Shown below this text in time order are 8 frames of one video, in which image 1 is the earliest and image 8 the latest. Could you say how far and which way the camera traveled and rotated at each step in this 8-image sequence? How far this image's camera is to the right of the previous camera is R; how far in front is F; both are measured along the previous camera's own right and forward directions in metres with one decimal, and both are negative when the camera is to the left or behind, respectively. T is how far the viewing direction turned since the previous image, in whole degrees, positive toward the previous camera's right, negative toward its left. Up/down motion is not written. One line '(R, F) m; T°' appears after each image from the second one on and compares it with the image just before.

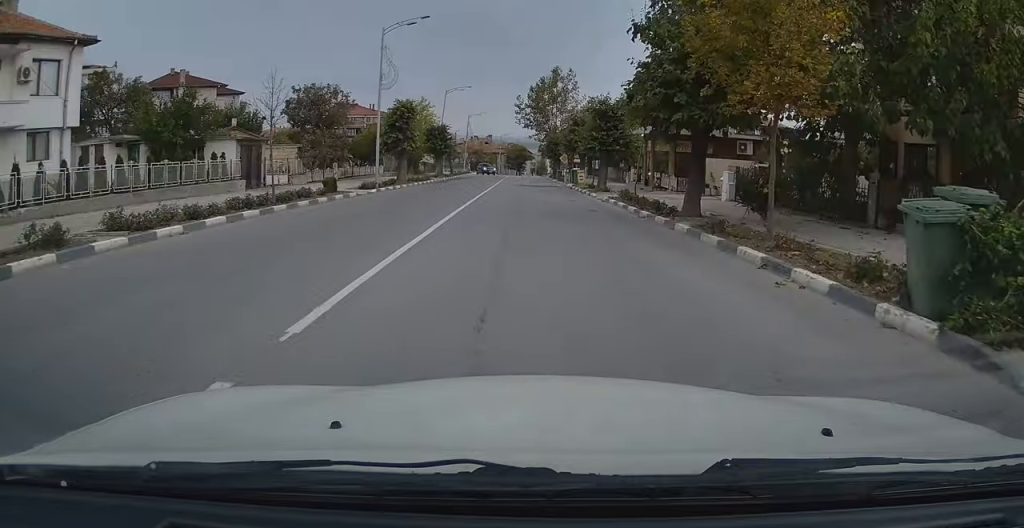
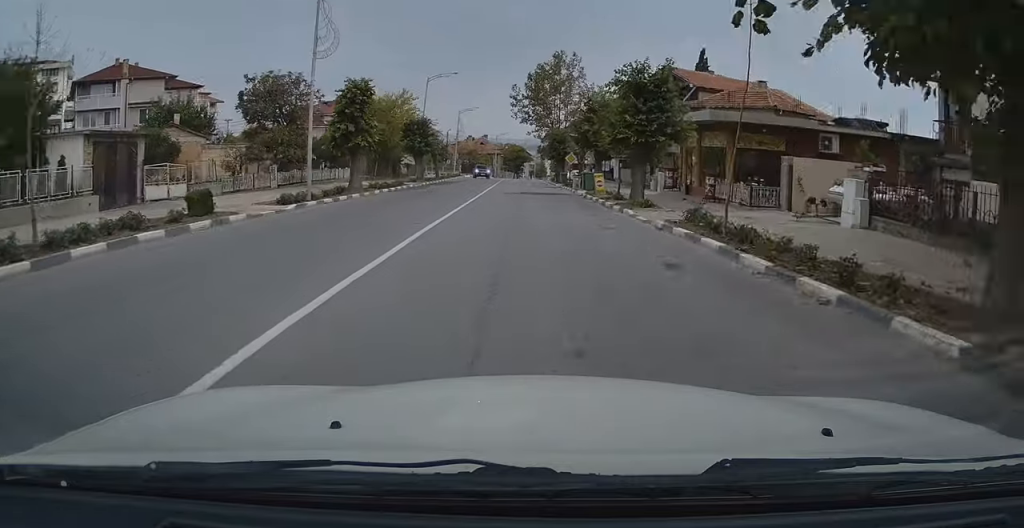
(0.0, +10.9) m; -1°
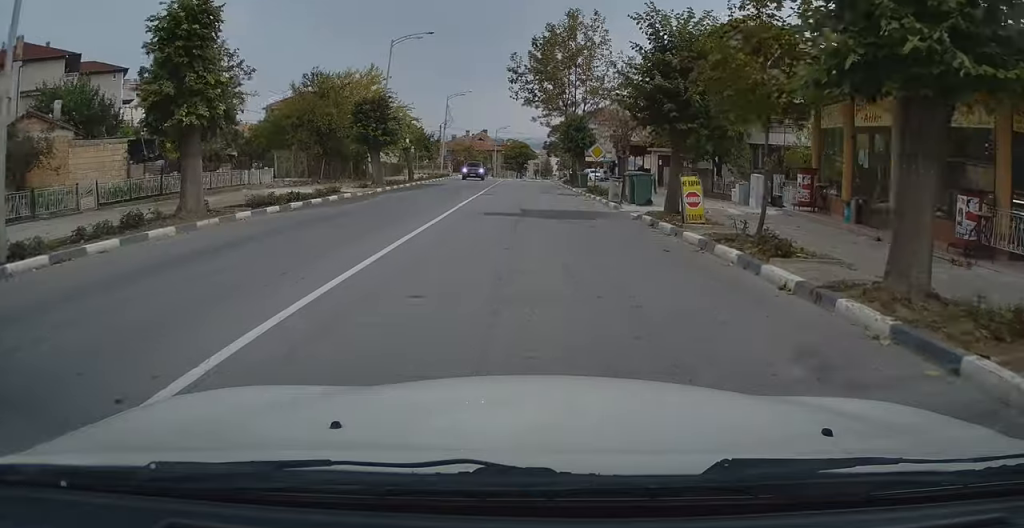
(-0.1, +15.8) m; -1°
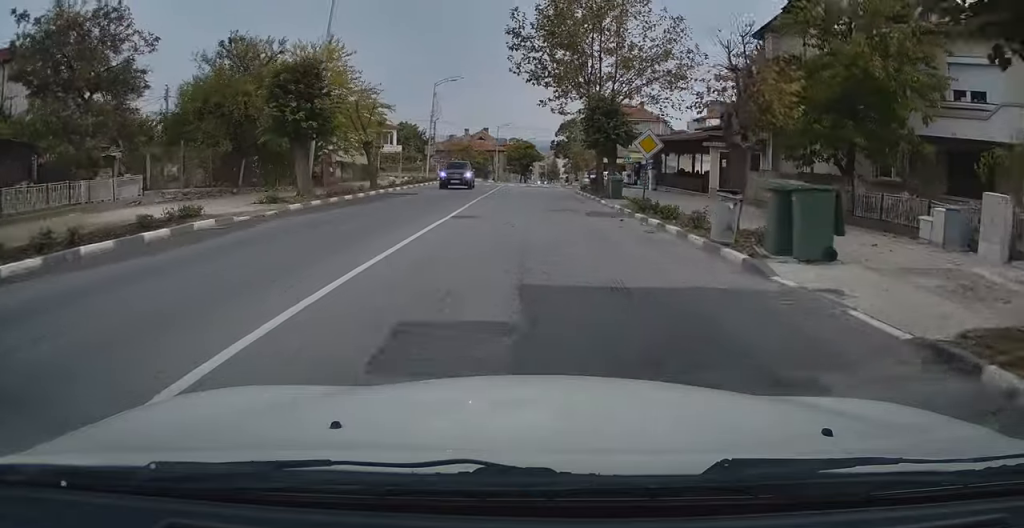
(0.0, +12.6) m; 0°
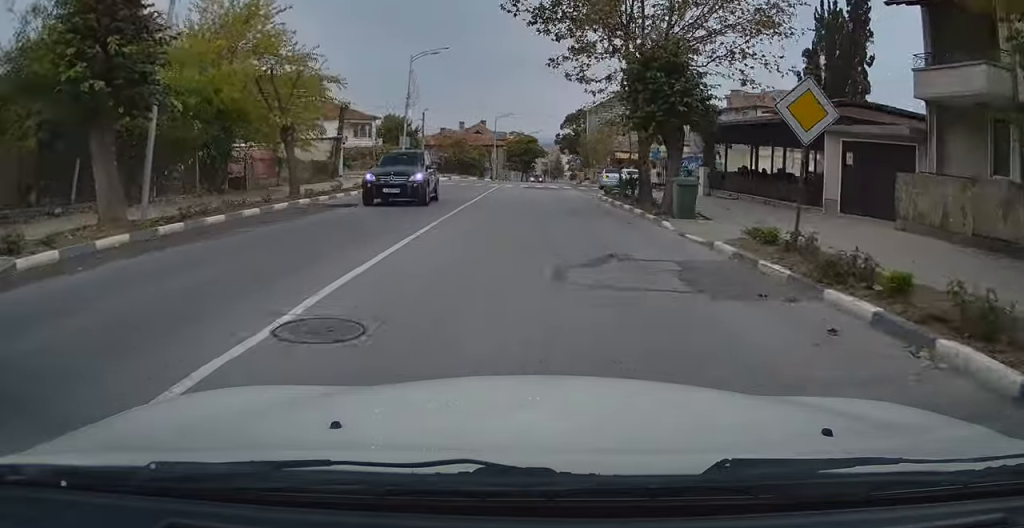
(0.0, +11.6) m; 0°
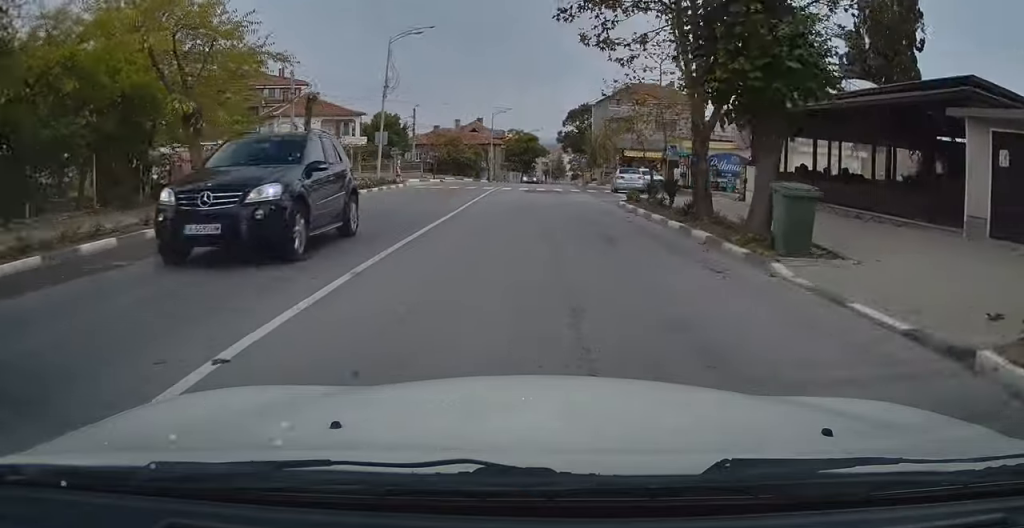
(0.0, +6.6) m; 0°
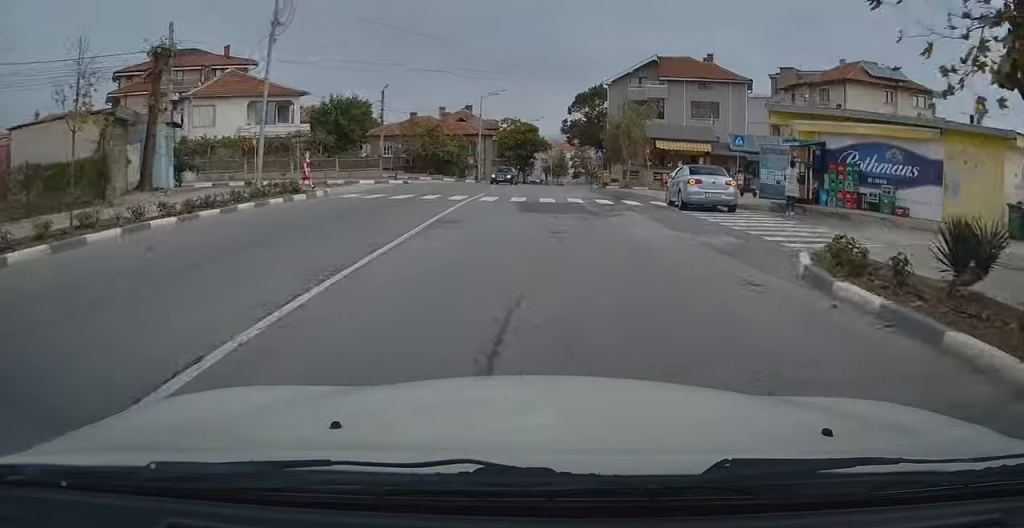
(0.0, +16.1) m; 0°
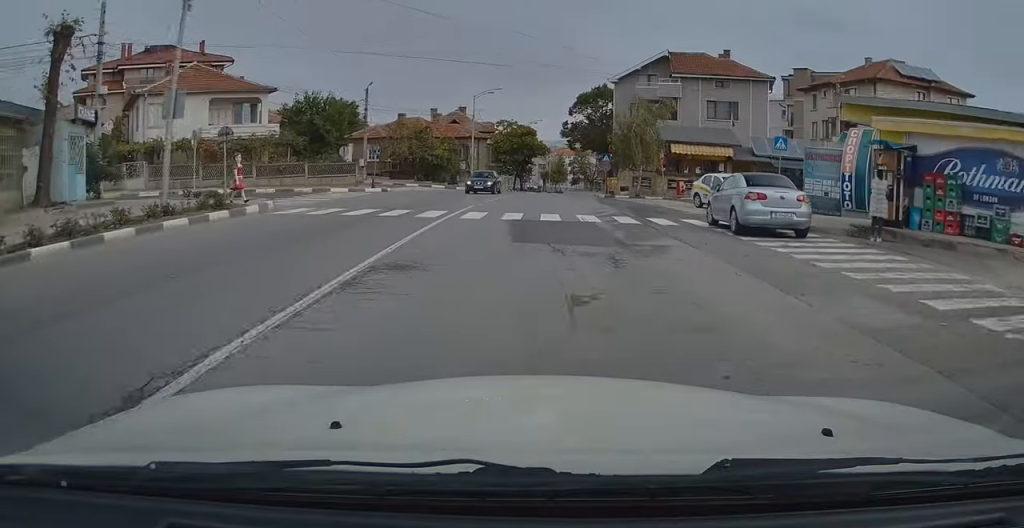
(0.0, +5.5) m; 0°
